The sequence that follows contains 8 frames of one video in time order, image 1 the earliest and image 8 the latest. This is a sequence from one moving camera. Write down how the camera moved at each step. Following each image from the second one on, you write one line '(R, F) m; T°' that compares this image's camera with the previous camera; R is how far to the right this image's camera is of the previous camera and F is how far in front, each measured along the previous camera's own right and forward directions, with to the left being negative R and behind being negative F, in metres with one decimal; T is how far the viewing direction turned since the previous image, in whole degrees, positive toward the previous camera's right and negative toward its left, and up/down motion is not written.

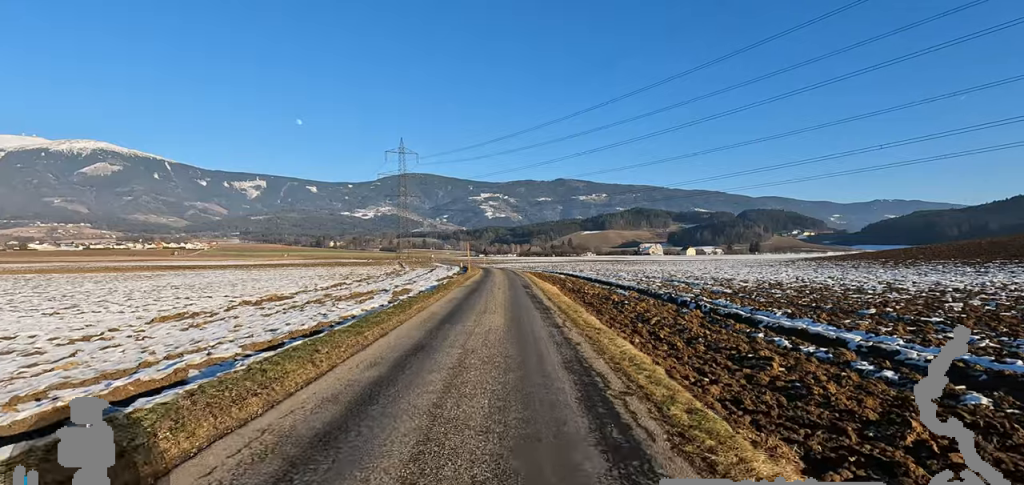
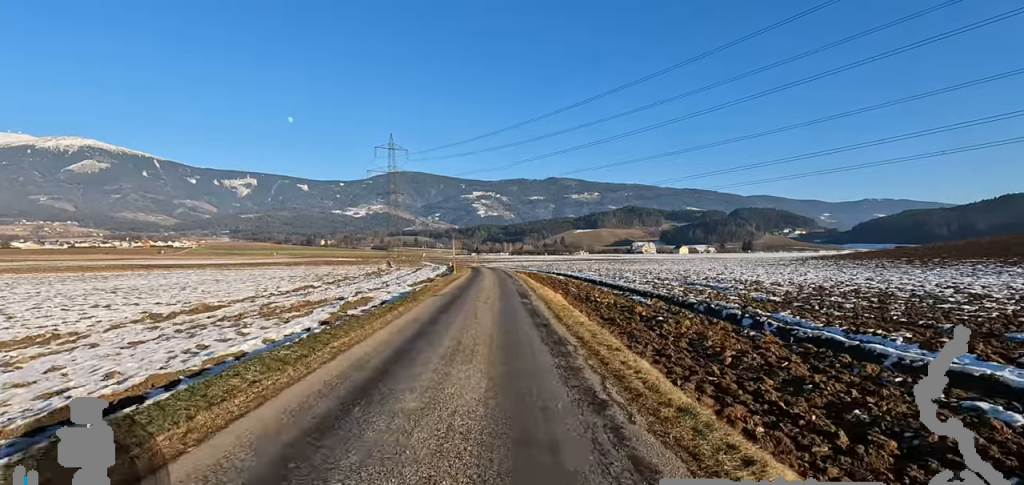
(0.0, +5.0) m; 0°
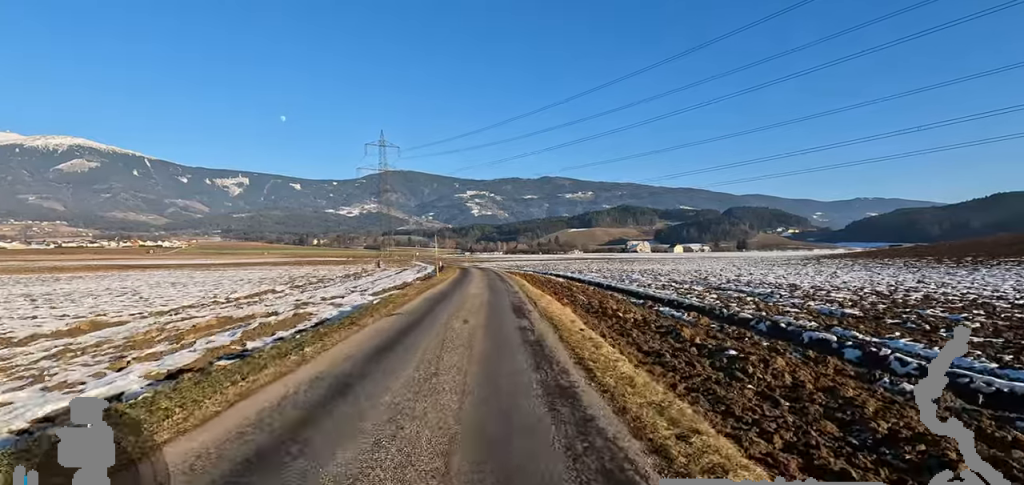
(0.0, +4.5) m; 0°
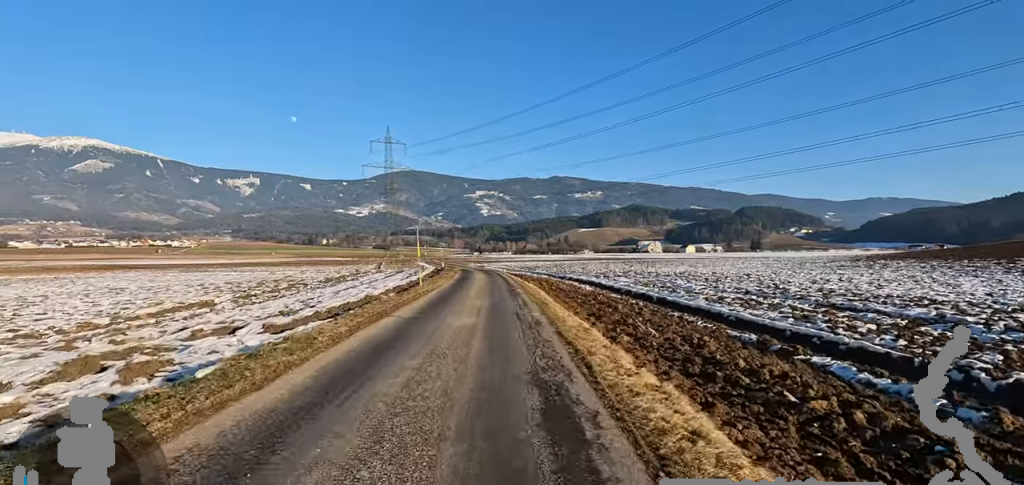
(0.0, +7.3) m; 0°
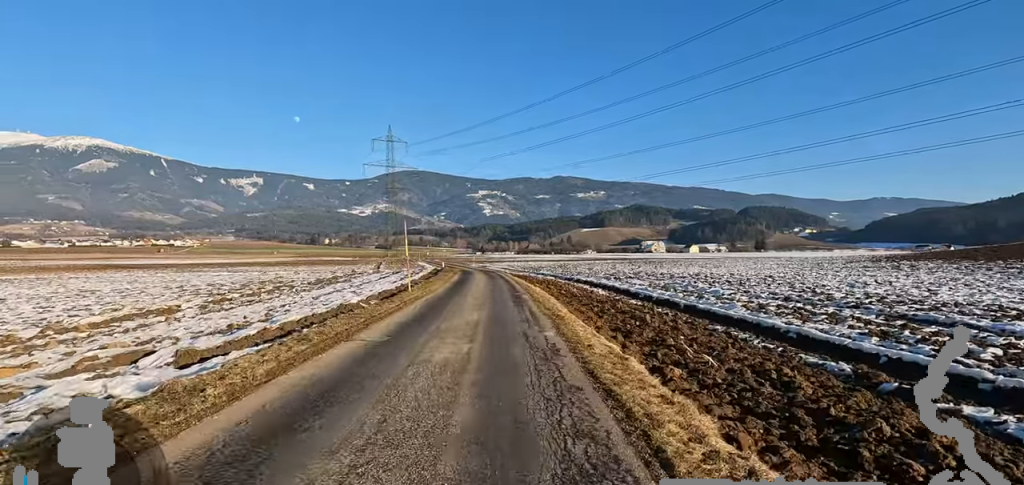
(0.0, +2.6) m; 0°
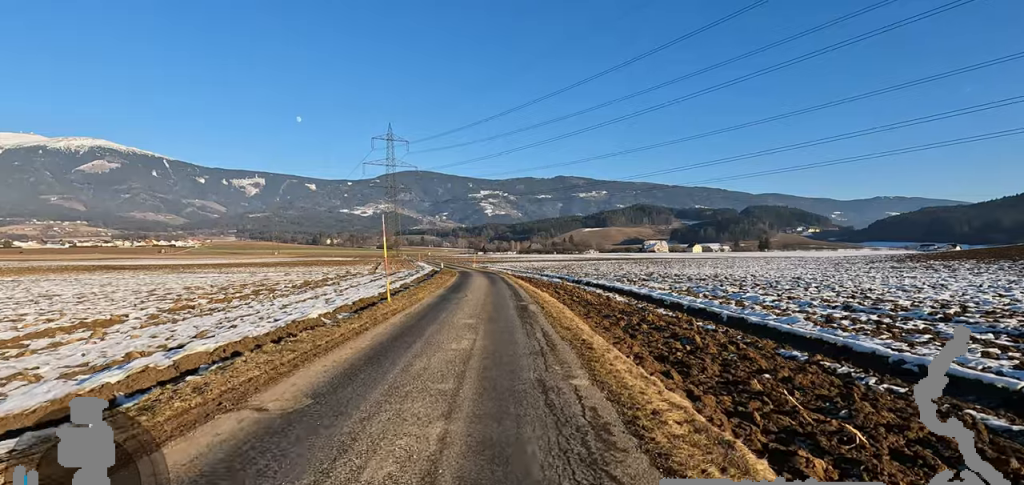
(0.0, +3.0) m; 0°
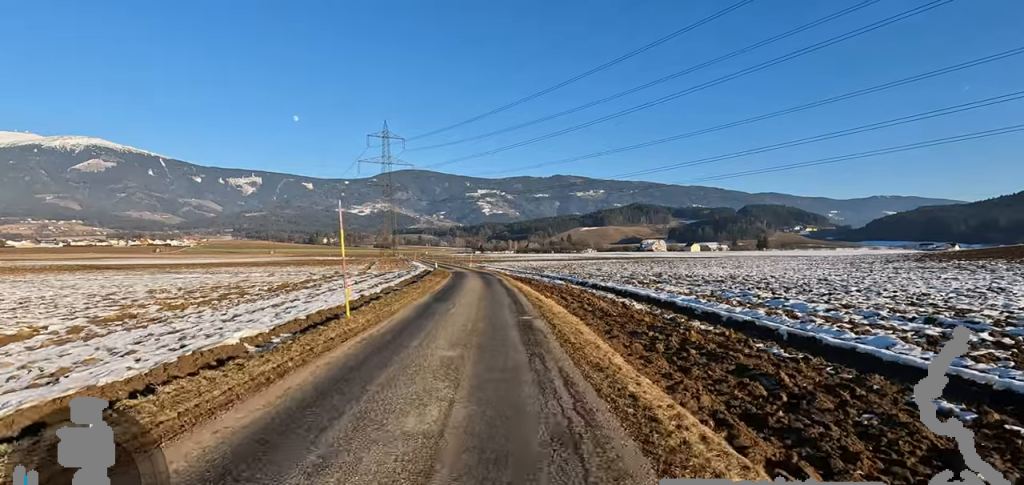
(0.0, +3.0) m; 0°
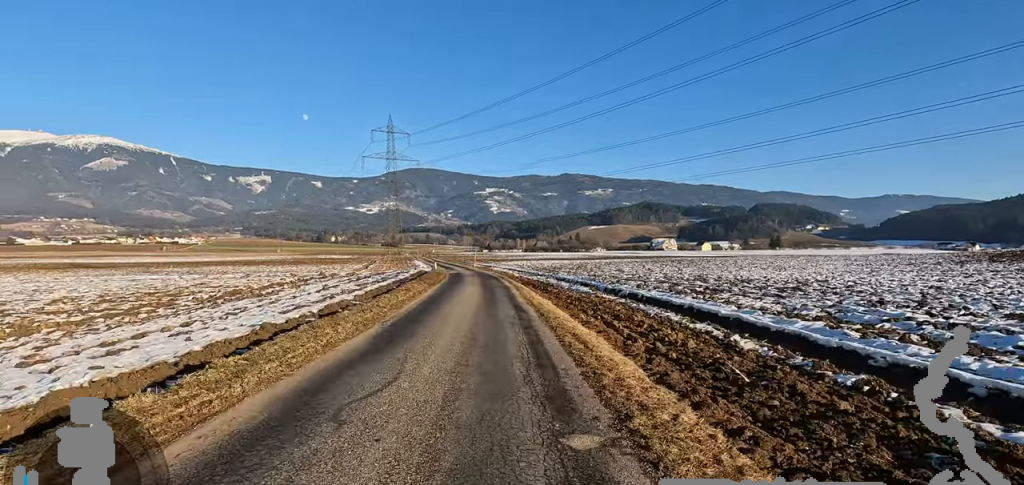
(0.0, +6.8) m; 0°
